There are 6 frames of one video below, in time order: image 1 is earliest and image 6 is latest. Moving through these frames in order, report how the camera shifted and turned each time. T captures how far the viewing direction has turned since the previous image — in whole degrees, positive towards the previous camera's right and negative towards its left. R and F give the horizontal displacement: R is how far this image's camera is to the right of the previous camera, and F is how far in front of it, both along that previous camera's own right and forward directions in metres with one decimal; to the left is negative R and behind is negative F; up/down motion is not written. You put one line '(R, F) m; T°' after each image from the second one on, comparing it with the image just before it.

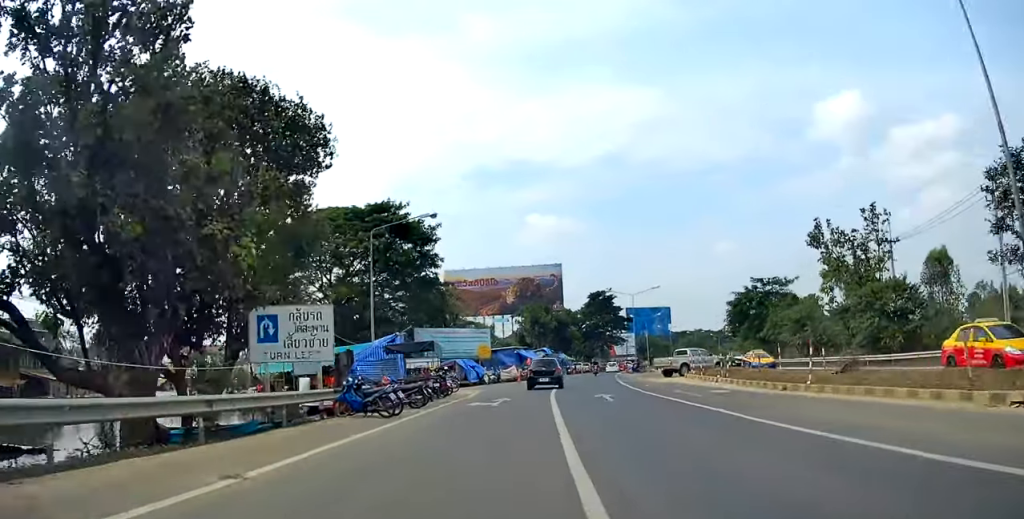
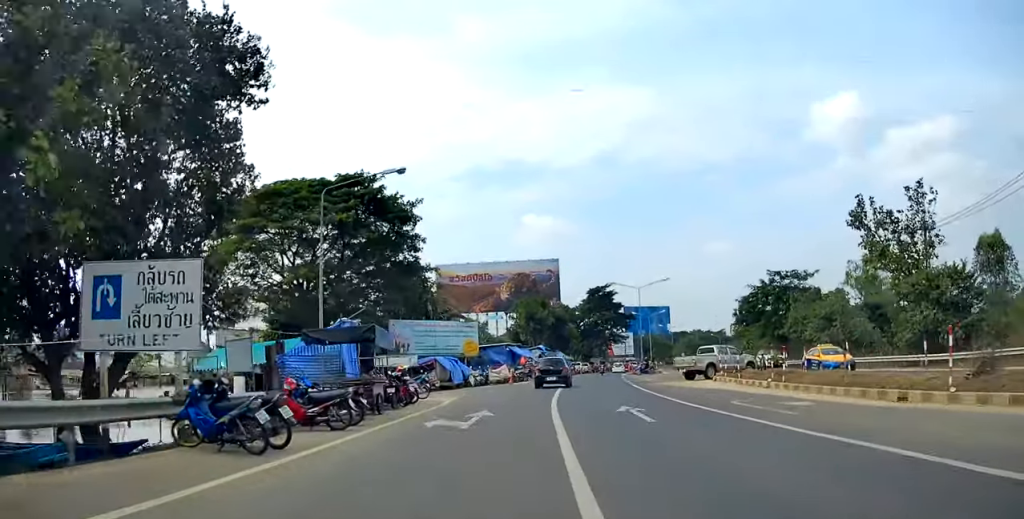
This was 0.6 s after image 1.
(-0.4, +7.9) m; +1°
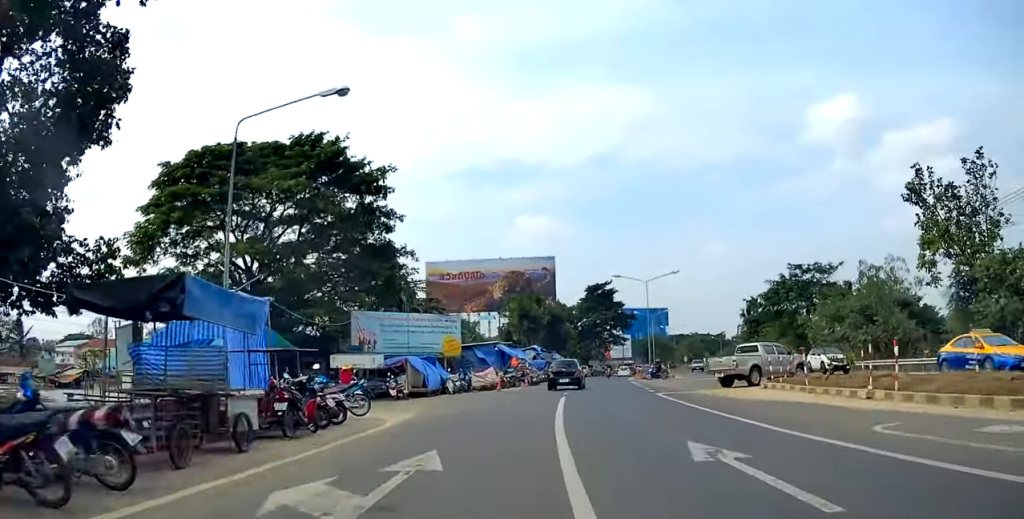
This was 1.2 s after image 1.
(+0.2, +7.9) m; +2°
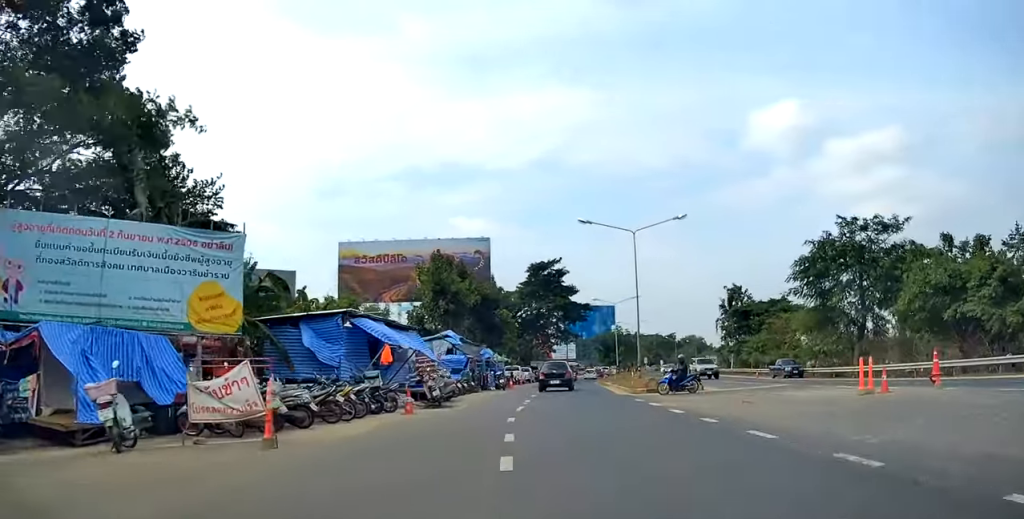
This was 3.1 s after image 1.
(+1.8, +24.6) m; +7°
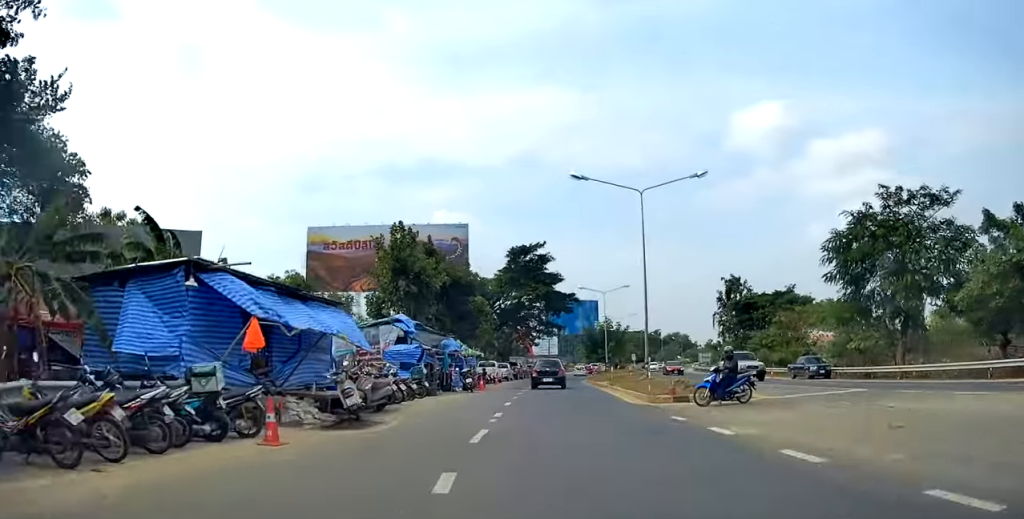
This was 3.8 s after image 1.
(+0.5, +8.6) m; 0°
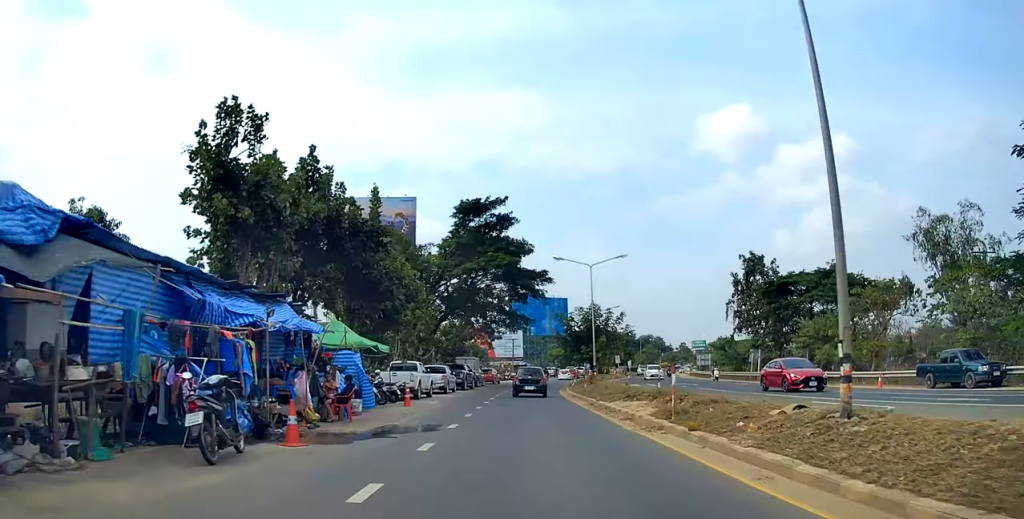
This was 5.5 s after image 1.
(-0.2, +21.8) m; +3°
